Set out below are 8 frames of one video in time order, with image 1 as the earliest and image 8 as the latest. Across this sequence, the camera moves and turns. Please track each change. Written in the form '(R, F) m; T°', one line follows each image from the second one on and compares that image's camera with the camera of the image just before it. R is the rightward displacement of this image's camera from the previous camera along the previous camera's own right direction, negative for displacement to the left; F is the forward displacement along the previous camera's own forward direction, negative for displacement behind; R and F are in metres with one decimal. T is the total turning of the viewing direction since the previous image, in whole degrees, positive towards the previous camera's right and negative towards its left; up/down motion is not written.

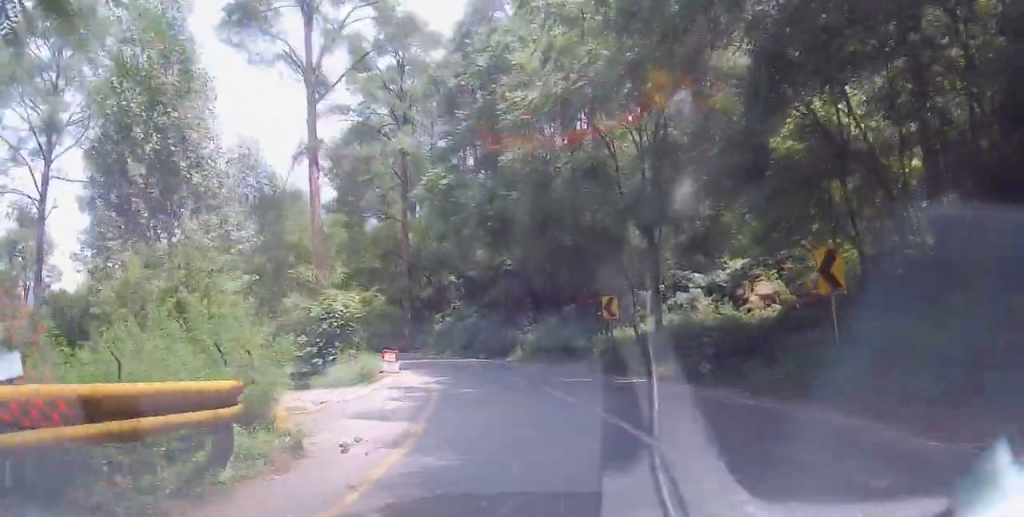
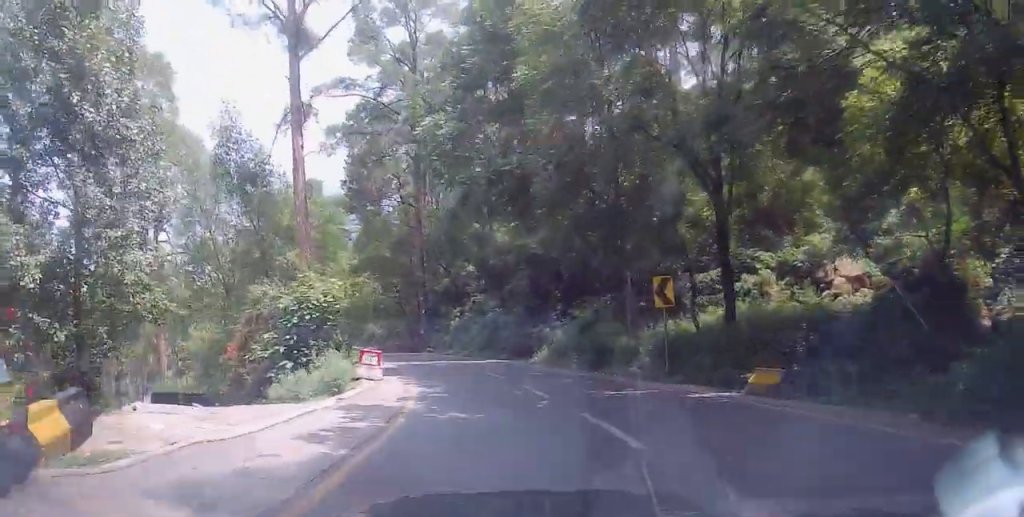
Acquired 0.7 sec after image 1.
(+0.1, +6.6) m; -5°
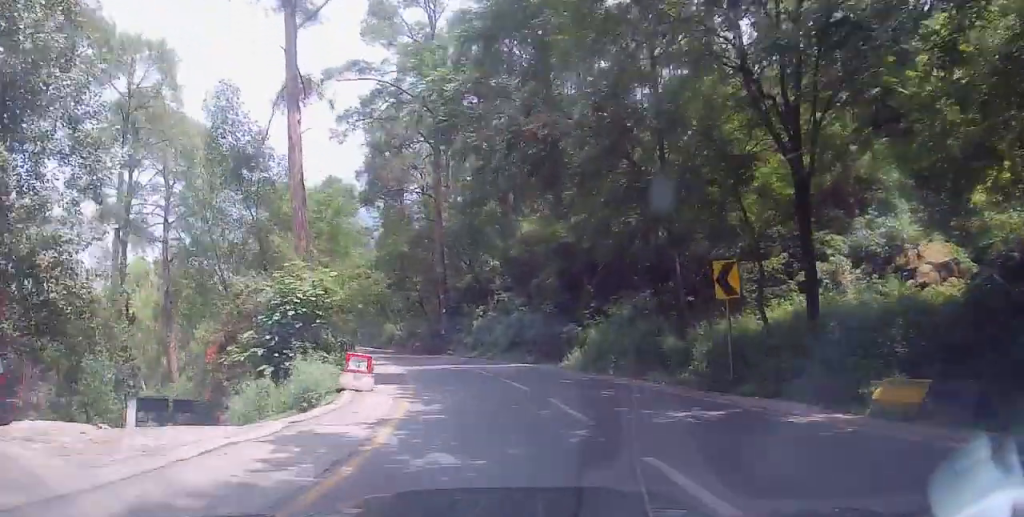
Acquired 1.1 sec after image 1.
(+0.5, +4.1) m; -4°
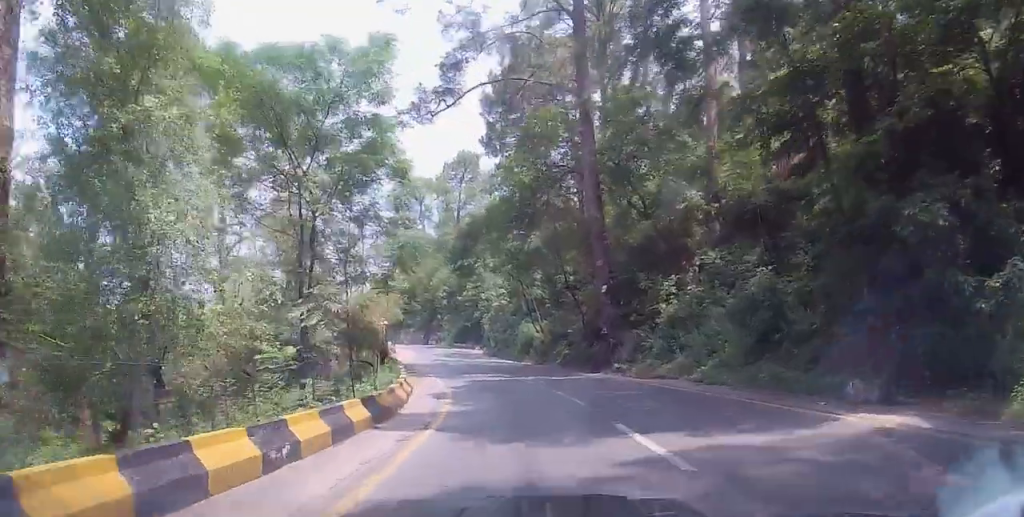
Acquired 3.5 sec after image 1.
(-5.3, +20.7) m; -18°
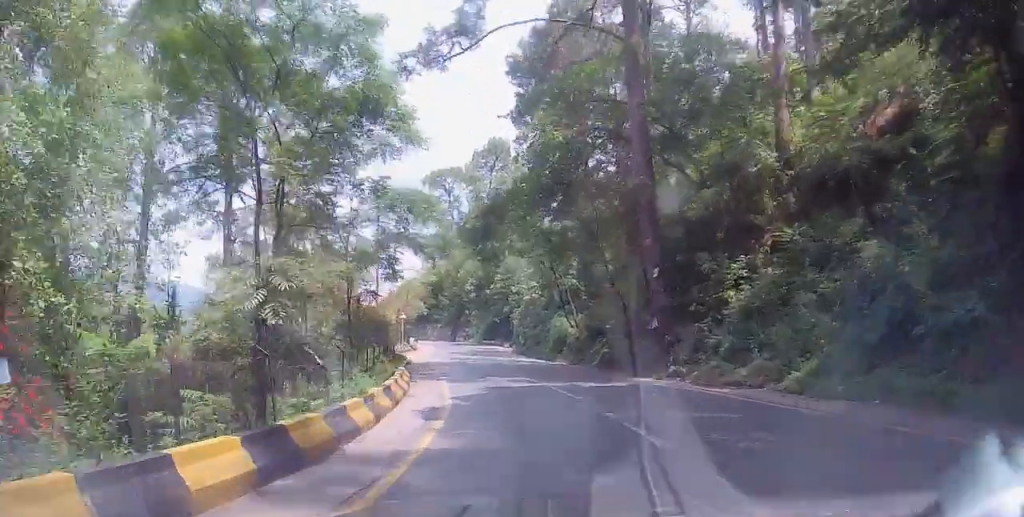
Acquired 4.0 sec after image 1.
(+0.2, +5.0) m; -3°
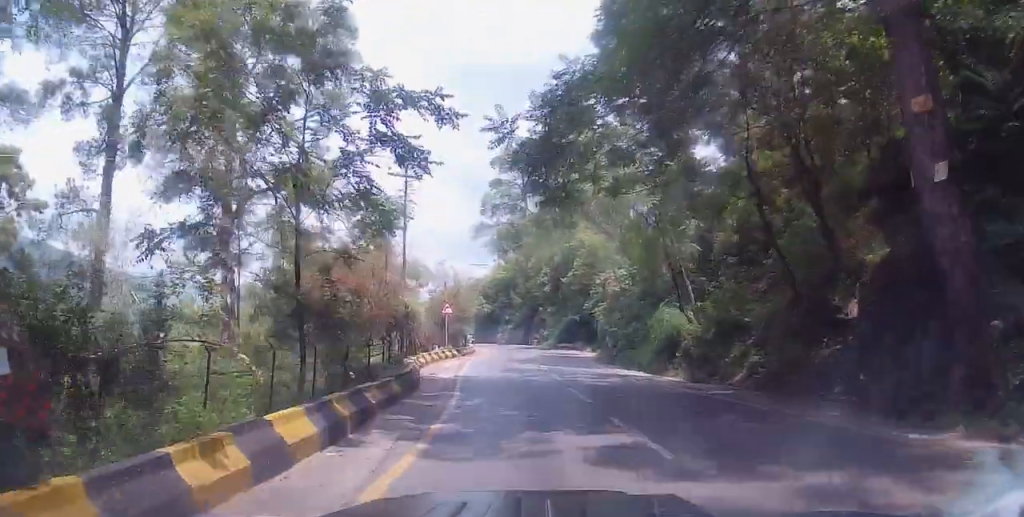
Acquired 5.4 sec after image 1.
(-1.8, +11.5) m; -14°
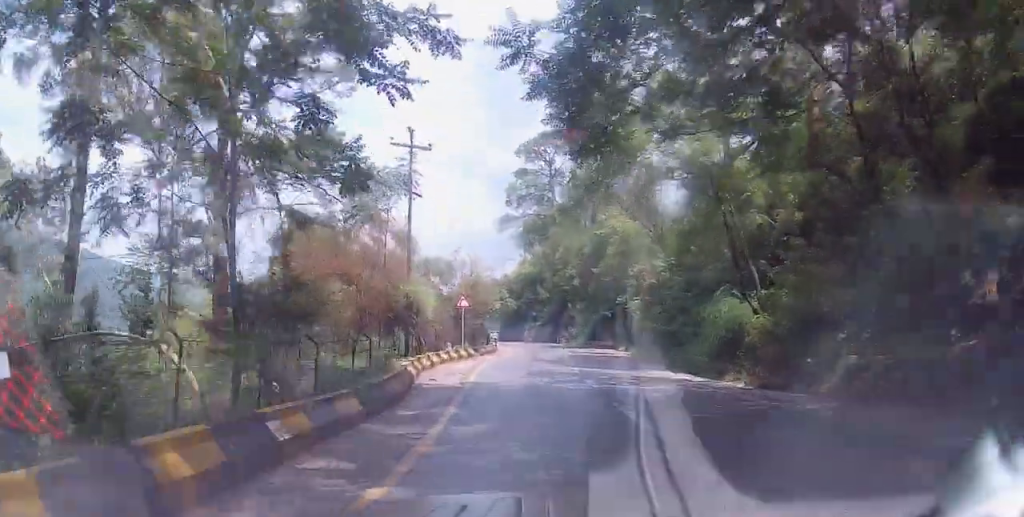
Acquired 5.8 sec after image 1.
(-1.1, +3.7) m; +8°
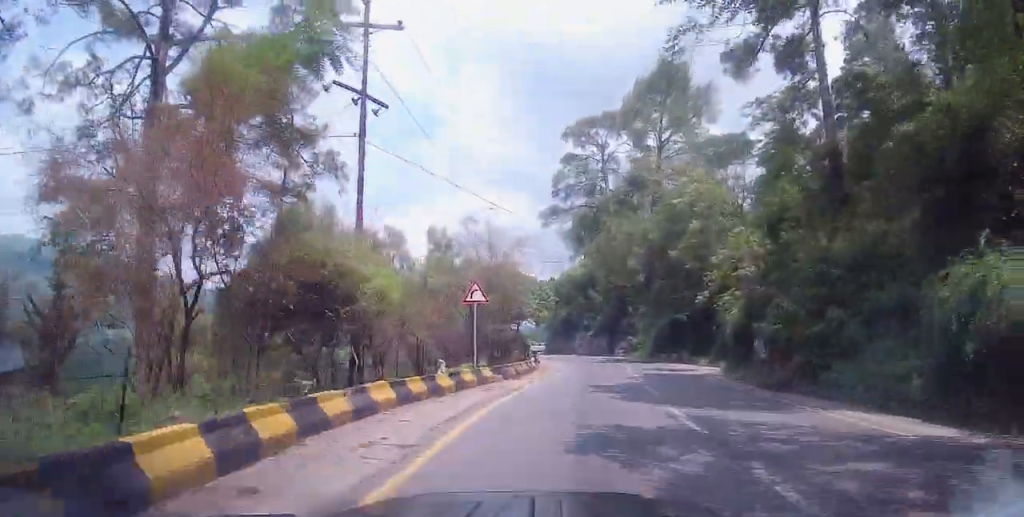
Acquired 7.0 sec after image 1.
(+3.5, +11.0) m; +13°
